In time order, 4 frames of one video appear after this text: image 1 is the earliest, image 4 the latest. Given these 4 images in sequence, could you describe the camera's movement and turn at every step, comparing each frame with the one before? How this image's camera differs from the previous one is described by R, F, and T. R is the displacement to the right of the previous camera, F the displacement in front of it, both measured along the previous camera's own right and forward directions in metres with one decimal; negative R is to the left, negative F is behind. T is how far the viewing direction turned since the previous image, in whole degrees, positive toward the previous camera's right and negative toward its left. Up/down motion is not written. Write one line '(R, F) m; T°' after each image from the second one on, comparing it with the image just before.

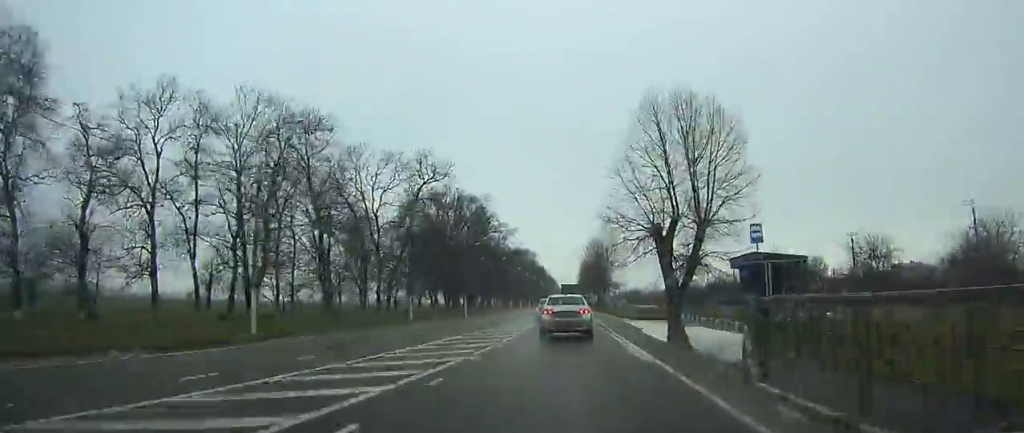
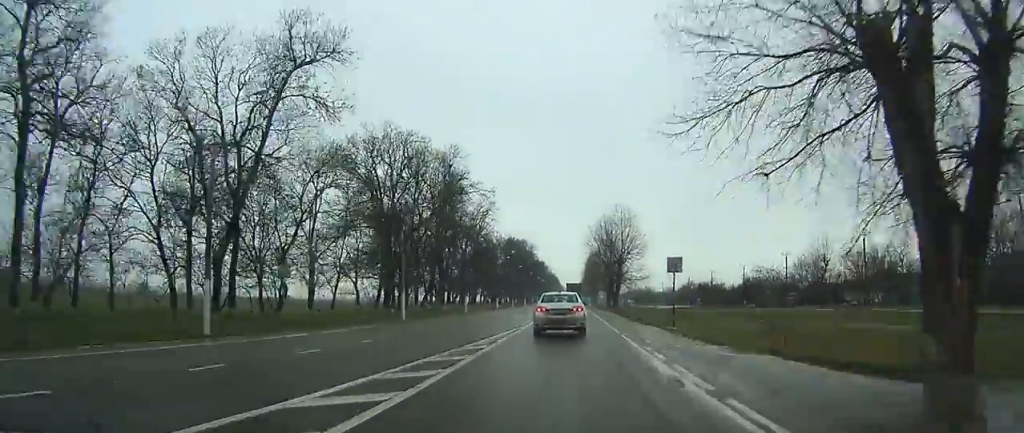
(-0.2, +32.4) m; -1°
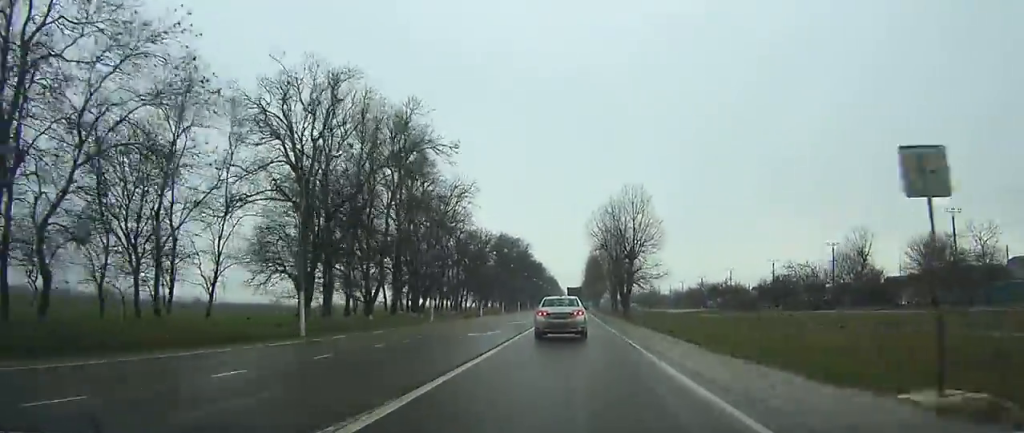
(-0.2, +19.9) m; 0°
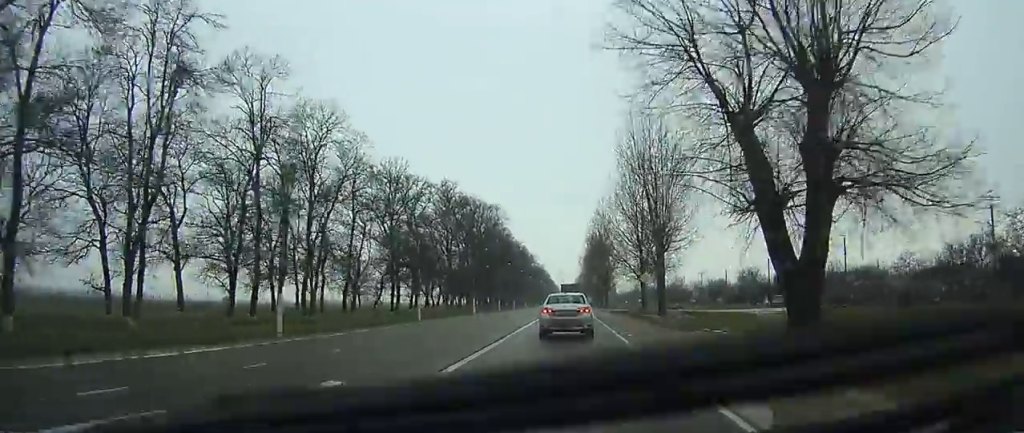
(+0.4, +64.3) m; +1°
